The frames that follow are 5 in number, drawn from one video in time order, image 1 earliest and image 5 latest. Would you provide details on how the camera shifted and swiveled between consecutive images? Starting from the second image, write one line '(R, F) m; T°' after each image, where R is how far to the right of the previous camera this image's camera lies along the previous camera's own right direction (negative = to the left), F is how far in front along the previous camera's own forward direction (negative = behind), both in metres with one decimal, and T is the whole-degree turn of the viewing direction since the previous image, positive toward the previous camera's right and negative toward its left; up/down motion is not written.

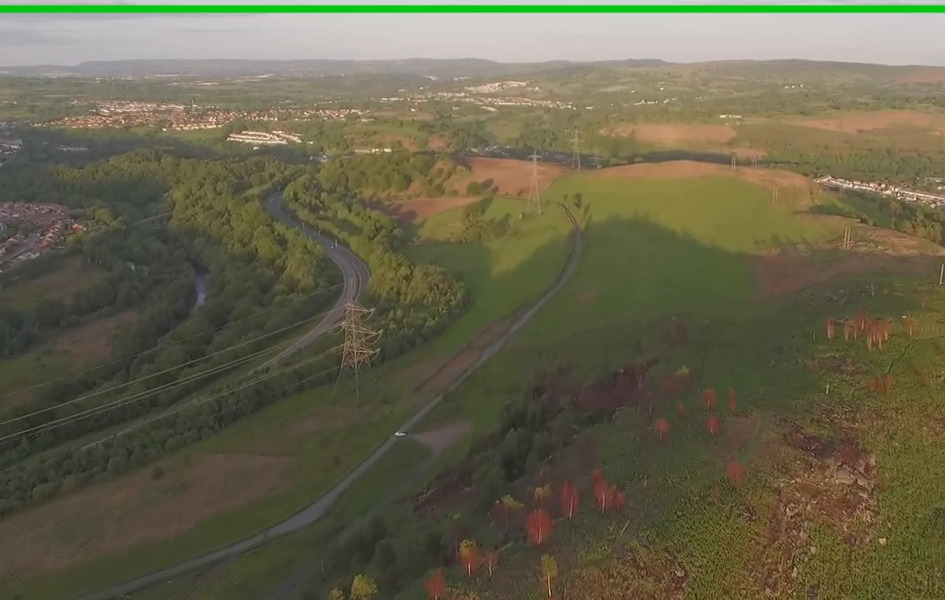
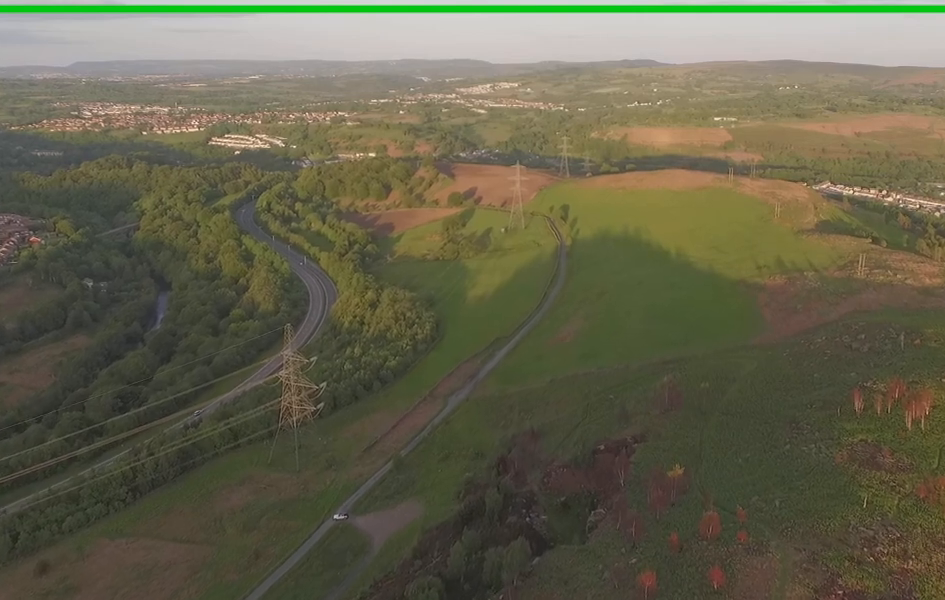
(-0.4, +51.8) m; +1°
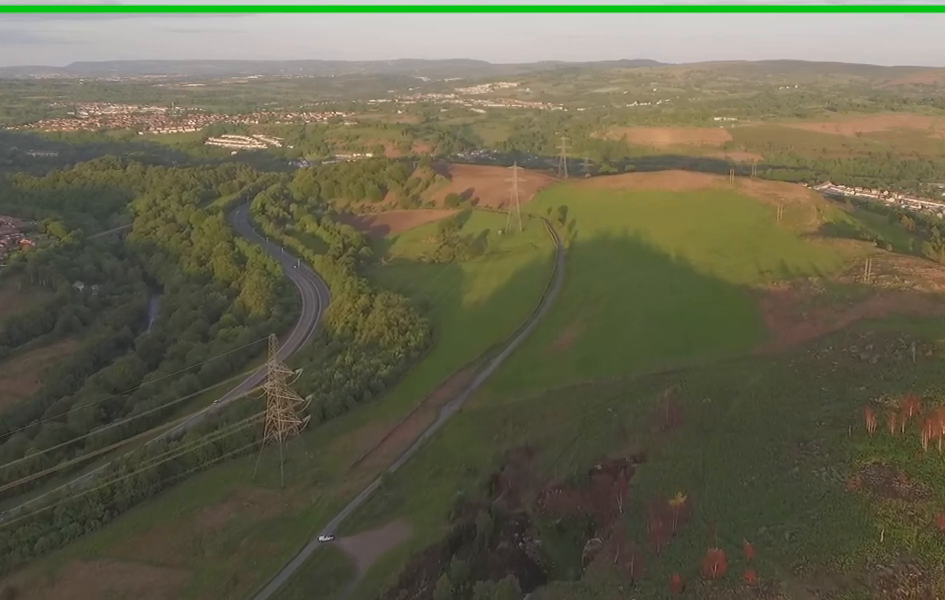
(+0.1, +12.2) m; +1°
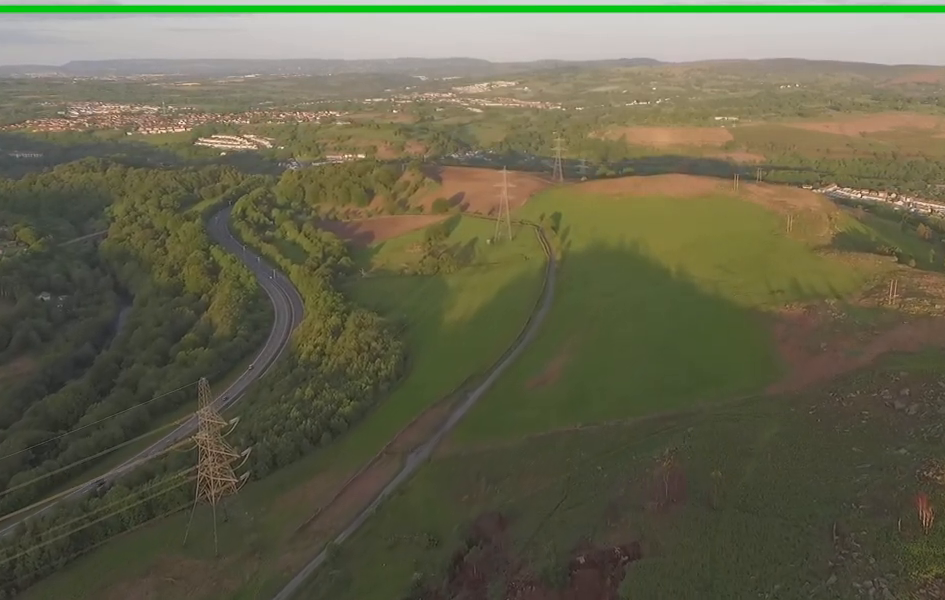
(+1.0, +41.3) m; +4°
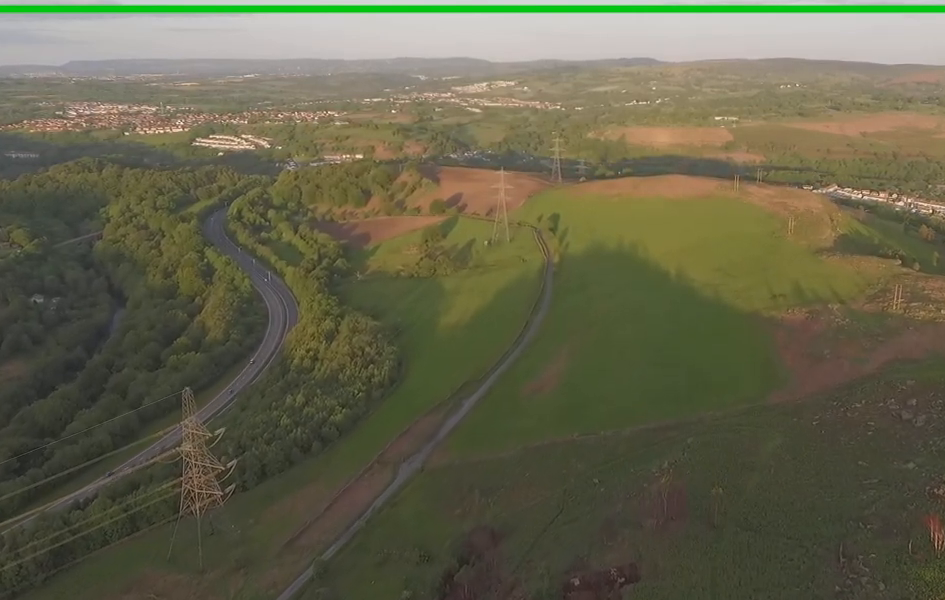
(+0.1, +5.1) m; +1°
